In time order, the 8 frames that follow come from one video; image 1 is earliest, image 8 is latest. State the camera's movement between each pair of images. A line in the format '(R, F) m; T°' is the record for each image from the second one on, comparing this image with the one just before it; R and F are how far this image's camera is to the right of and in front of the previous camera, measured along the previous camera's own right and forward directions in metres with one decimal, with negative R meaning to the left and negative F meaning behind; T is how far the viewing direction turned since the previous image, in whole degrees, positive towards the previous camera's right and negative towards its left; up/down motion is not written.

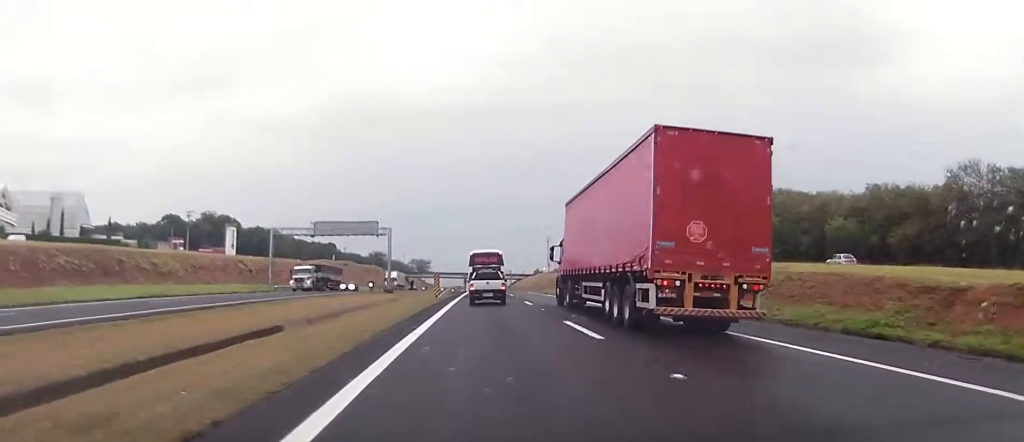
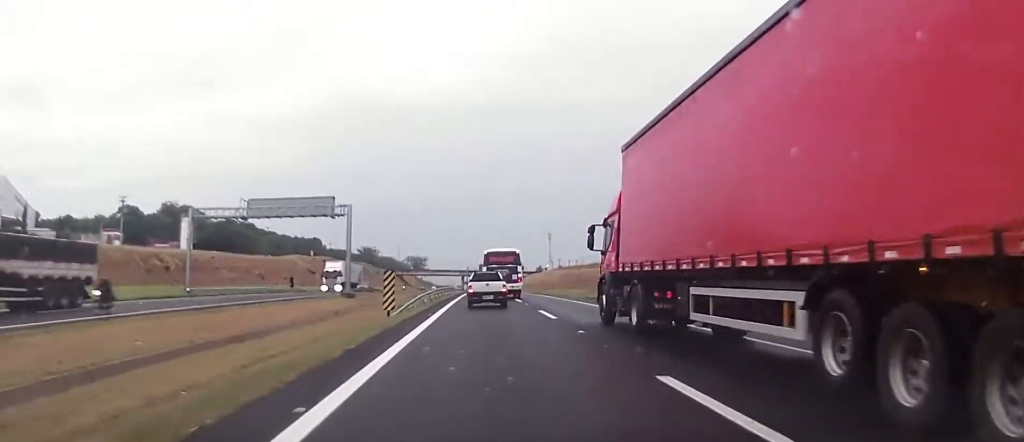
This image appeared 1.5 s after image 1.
(+0.6, +27.1) m; +1°
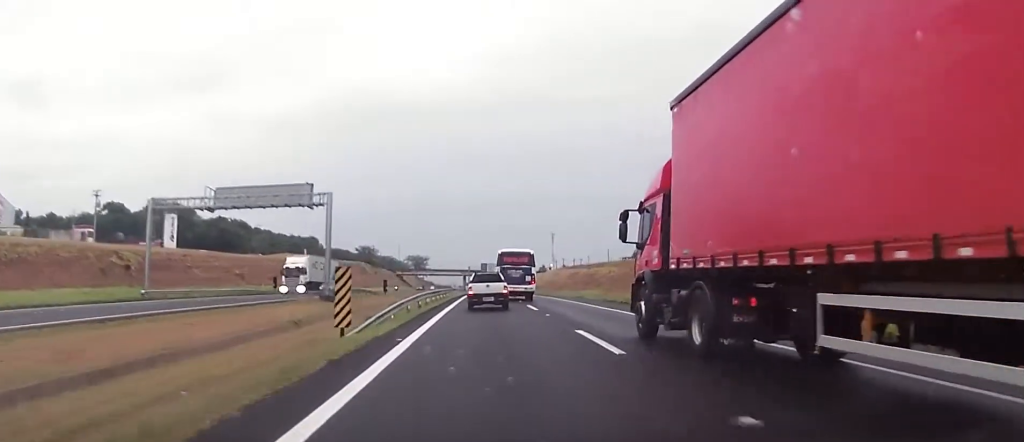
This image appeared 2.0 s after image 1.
(+0.1, +9.2) m; -1°
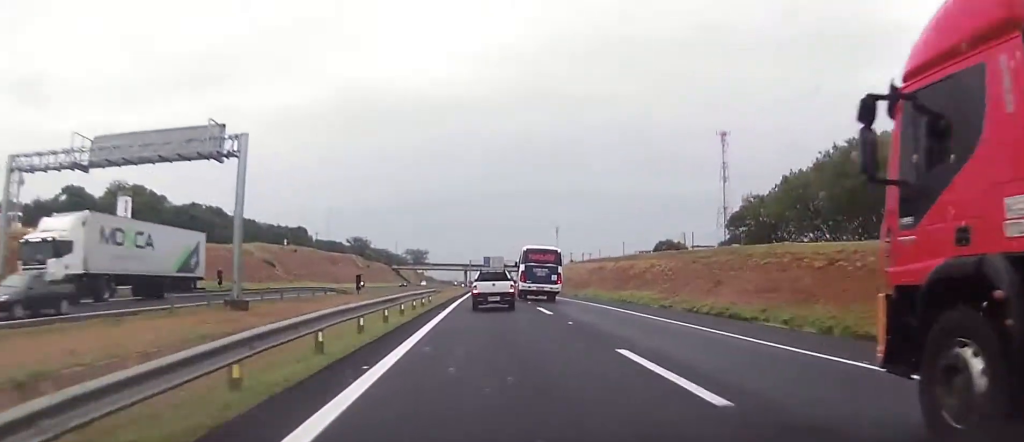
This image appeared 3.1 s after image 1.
(-0.5, +20.6) m; -1°
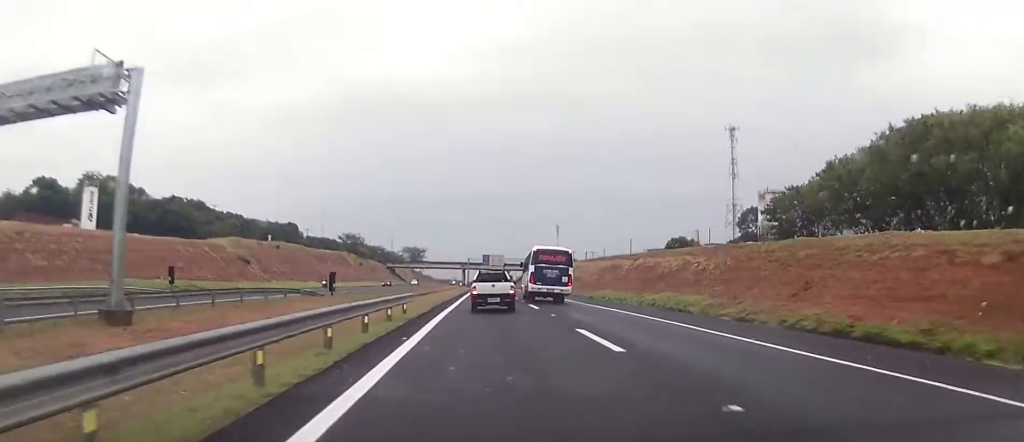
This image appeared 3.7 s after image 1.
(0.0, +11.5) m; +1°
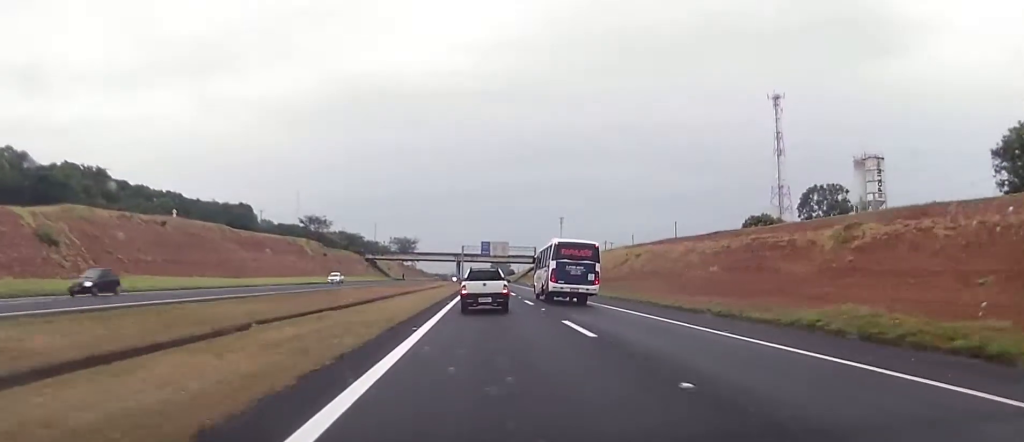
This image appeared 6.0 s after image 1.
(+1.3, +46.5) m; +2°
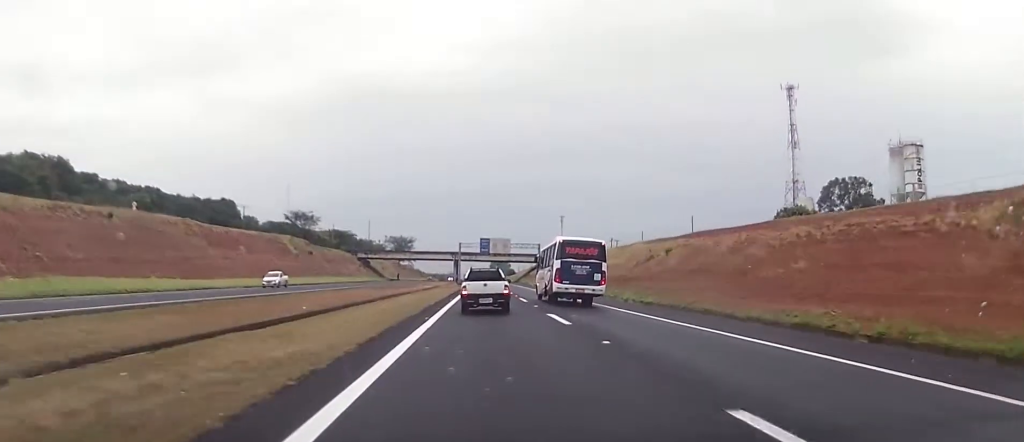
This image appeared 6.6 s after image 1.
(-0.3, +12.5) m; -1°
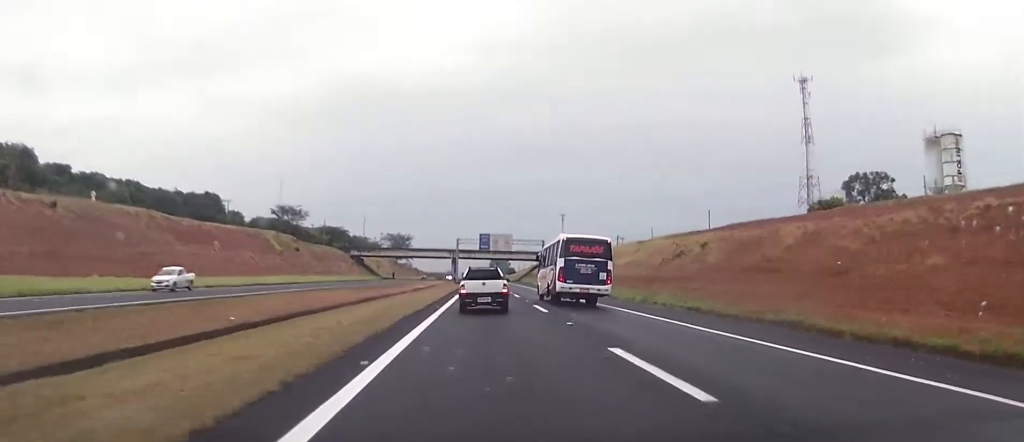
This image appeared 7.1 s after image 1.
(-0.1, +10.5) m; 0°
